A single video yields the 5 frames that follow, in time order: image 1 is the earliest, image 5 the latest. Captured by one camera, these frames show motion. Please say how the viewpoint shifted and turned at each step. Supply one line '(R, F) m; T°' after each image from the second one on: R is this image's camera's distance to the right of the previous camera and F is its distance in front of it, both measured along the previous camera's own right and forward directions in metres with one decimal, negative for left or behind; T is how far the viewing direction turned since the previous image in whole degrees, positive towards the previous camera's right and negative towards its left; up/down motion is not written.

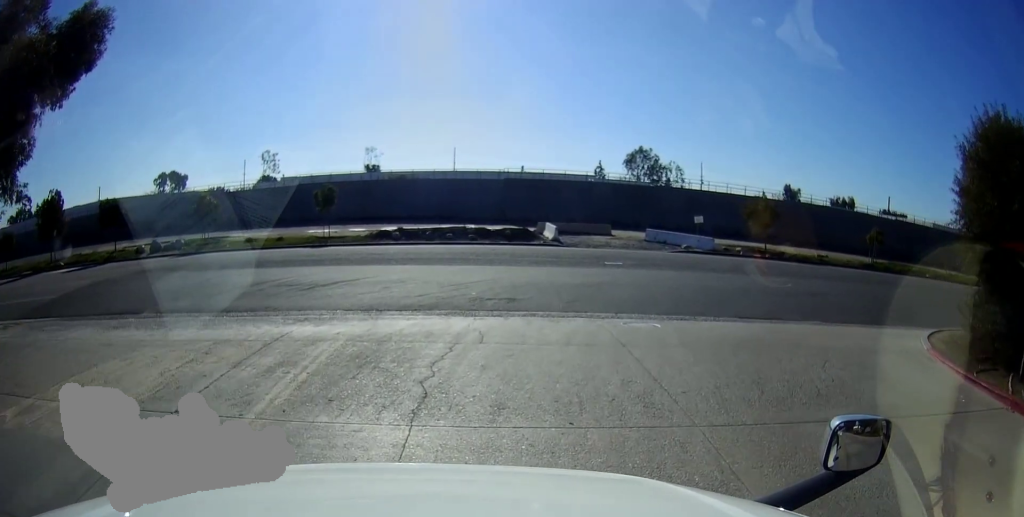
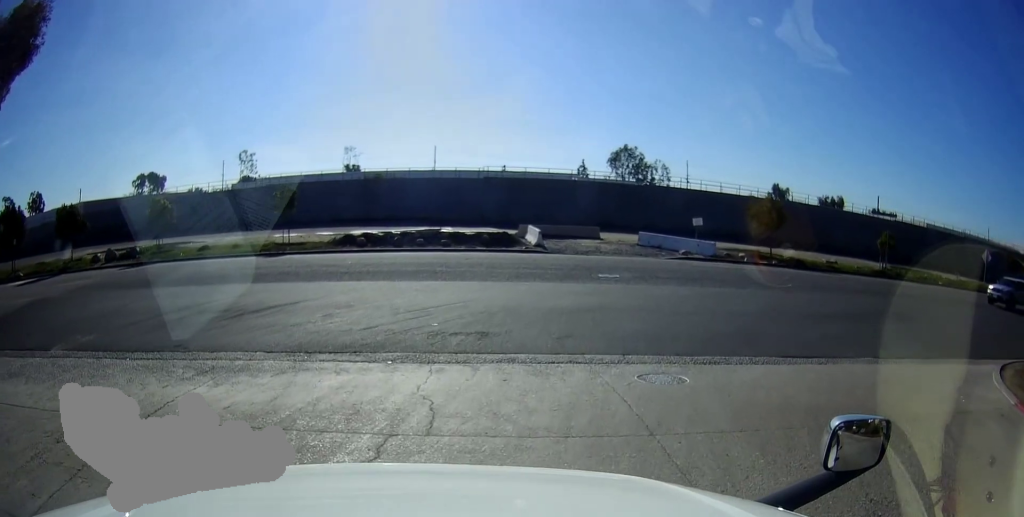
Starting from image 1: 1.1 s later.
(+0.2, +4.5) m; +3°
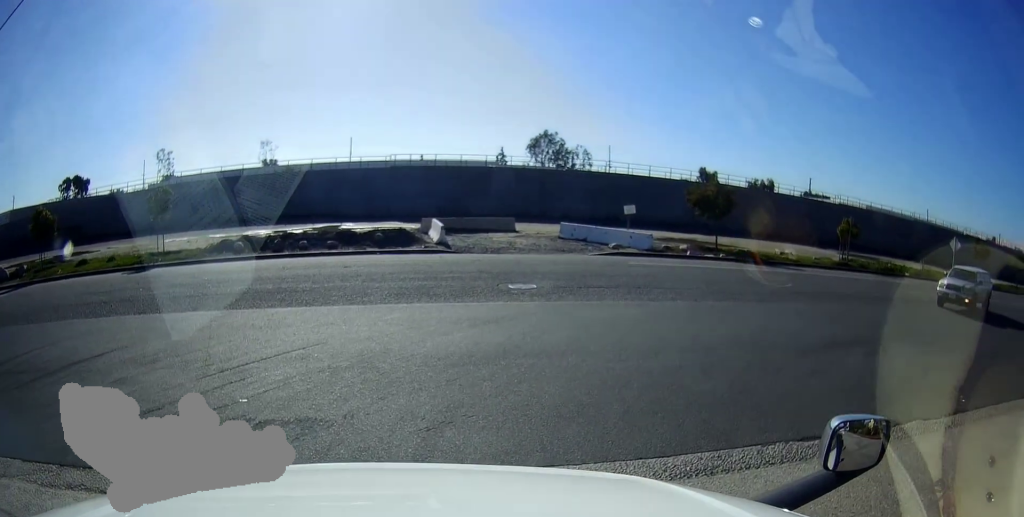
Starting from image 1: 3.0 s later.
(+0.3, +5.3) m; +7°
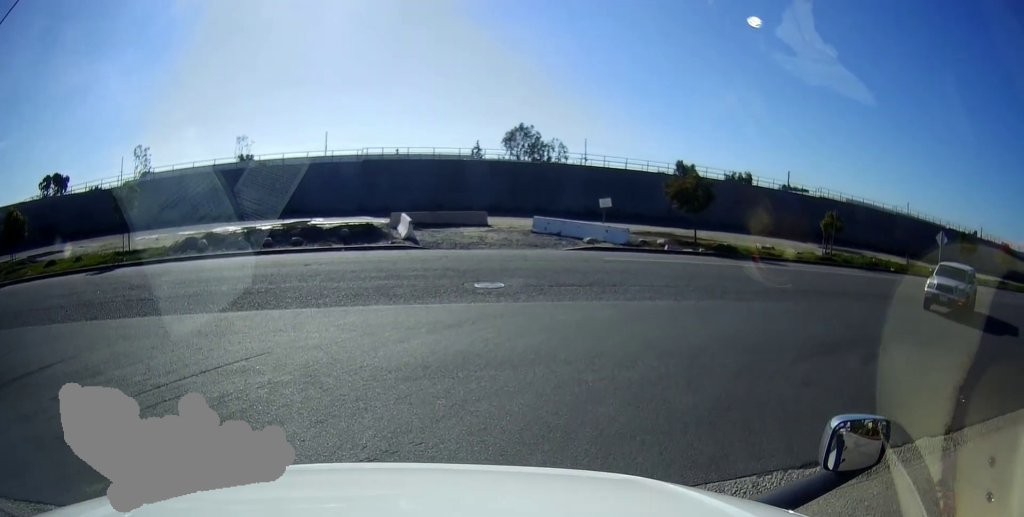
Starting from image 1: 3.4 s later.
(0.0, +1.2) m; +2°
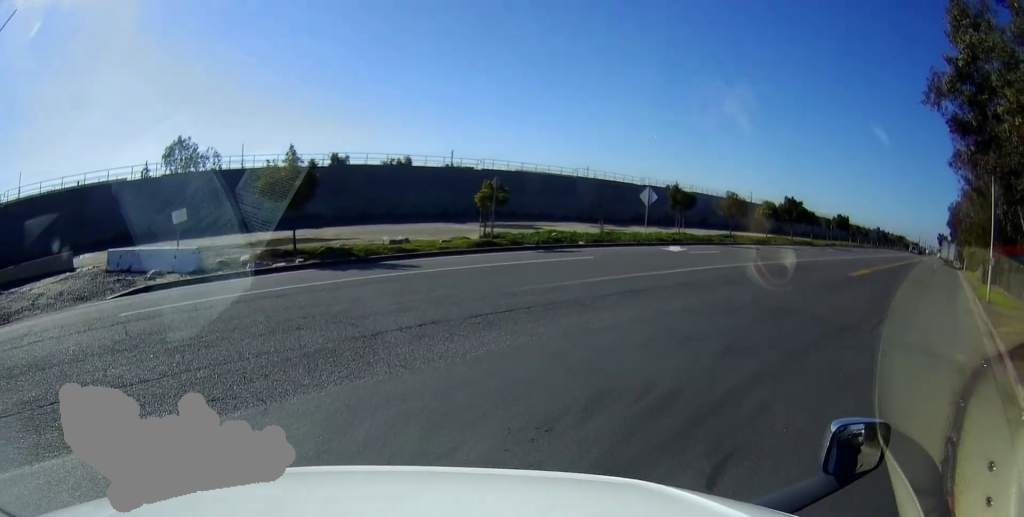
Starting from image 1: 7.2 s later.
(+1.5, +7.4) m; +32°
